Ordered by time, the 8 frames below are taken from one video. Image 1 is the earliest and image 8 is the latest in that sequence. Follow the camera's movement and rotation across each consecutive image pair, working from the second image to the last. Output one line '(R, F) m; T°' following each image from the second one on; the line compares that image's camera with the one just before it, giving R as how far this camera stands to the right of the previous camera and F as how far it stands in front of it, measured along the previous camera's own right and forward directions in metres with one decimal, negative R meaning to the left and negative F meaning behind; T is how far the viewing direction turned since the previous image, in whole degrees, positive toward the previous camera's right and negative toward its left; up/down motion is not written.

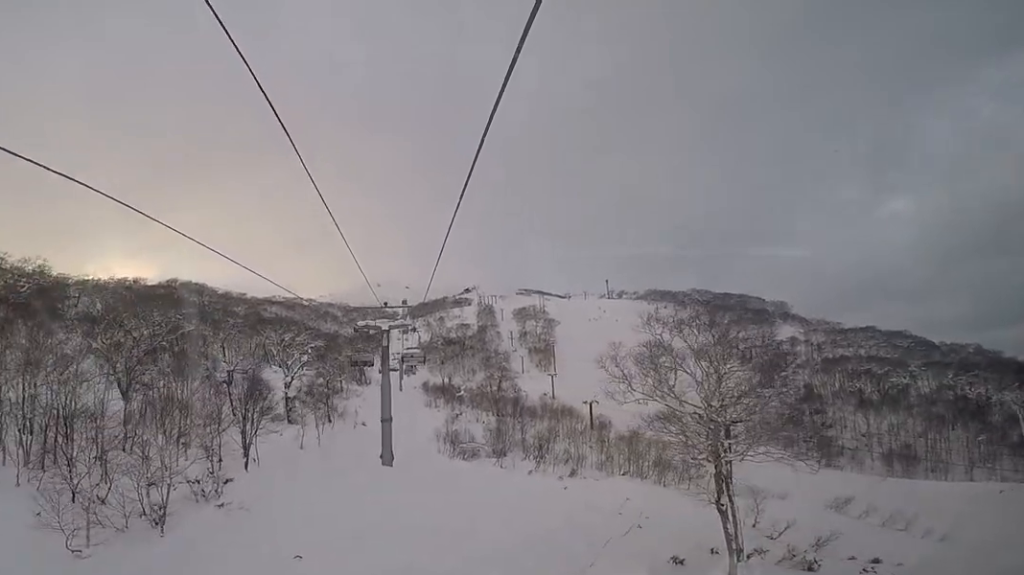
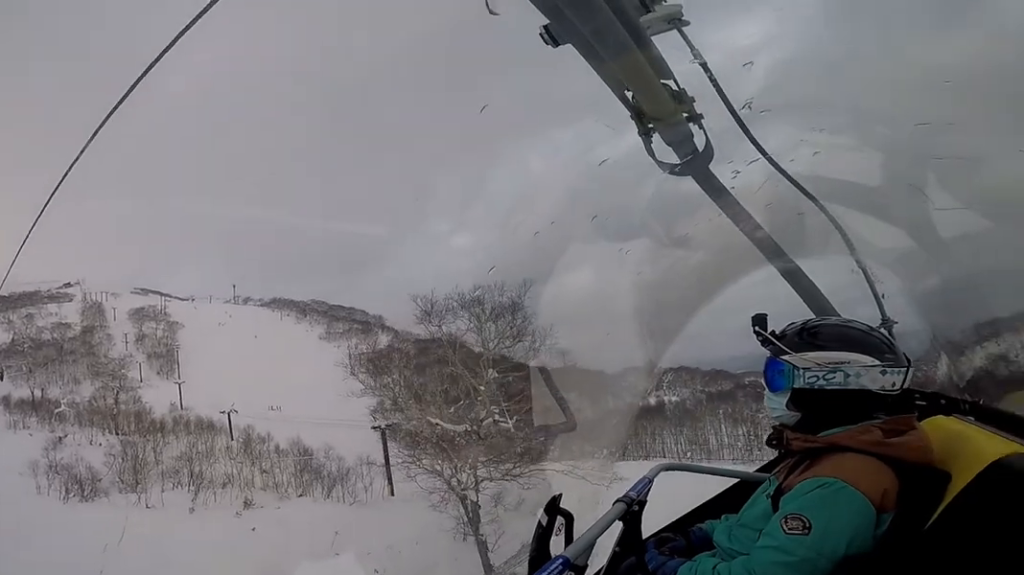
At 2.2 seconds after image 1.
(-0.4, +8.4) m; -4°
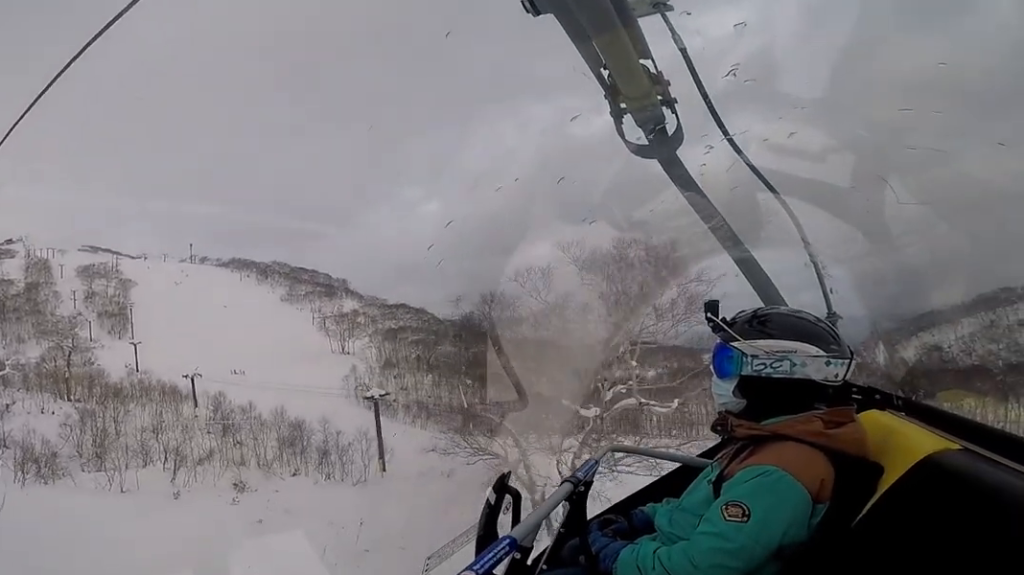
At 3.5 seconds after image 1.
(+0.2, +5.1) m; +3°
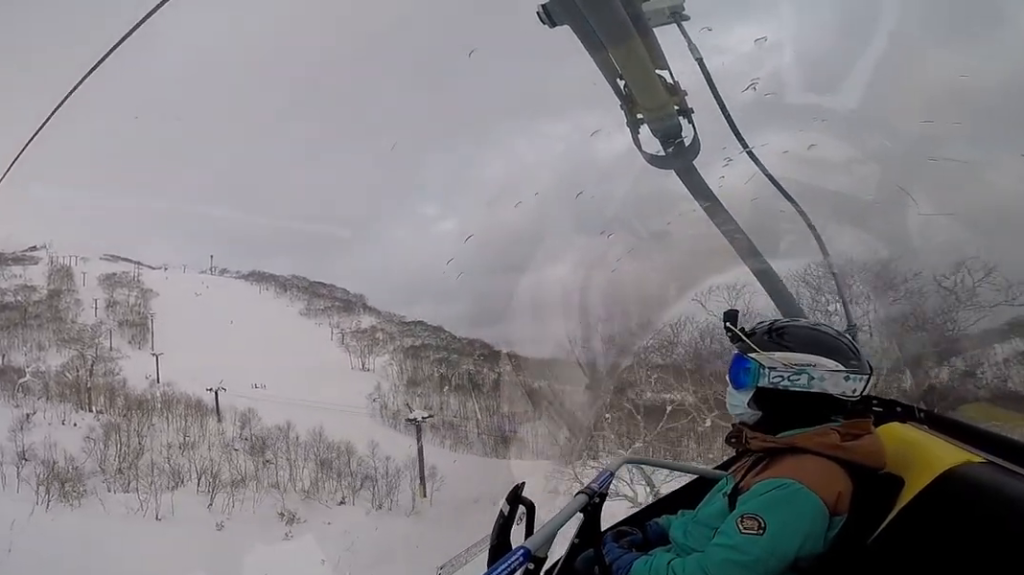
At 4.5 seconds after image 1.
(0.0, +4.1) m; 0°
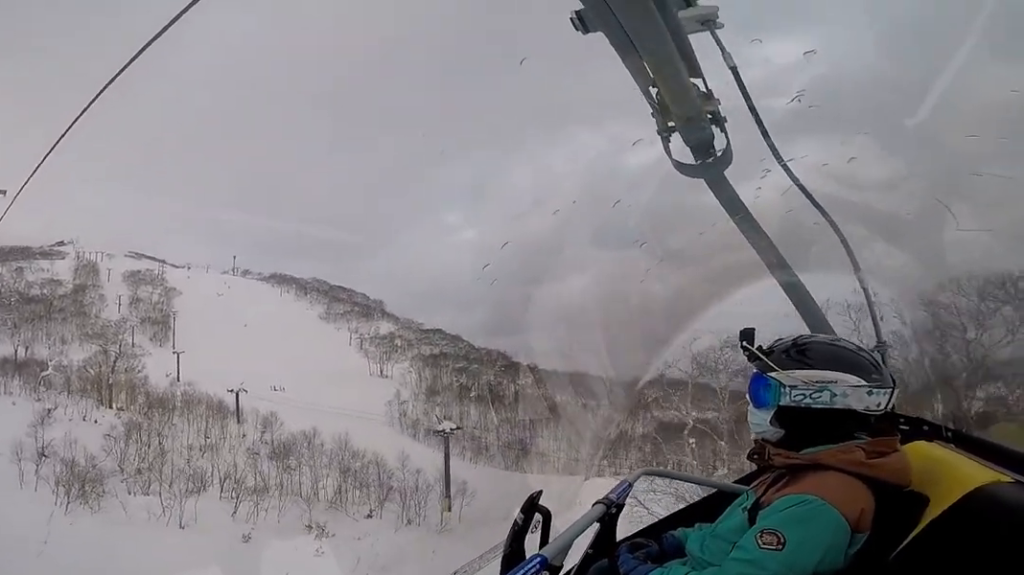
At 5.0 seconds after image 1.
(0.0, +1.9) m; 0°
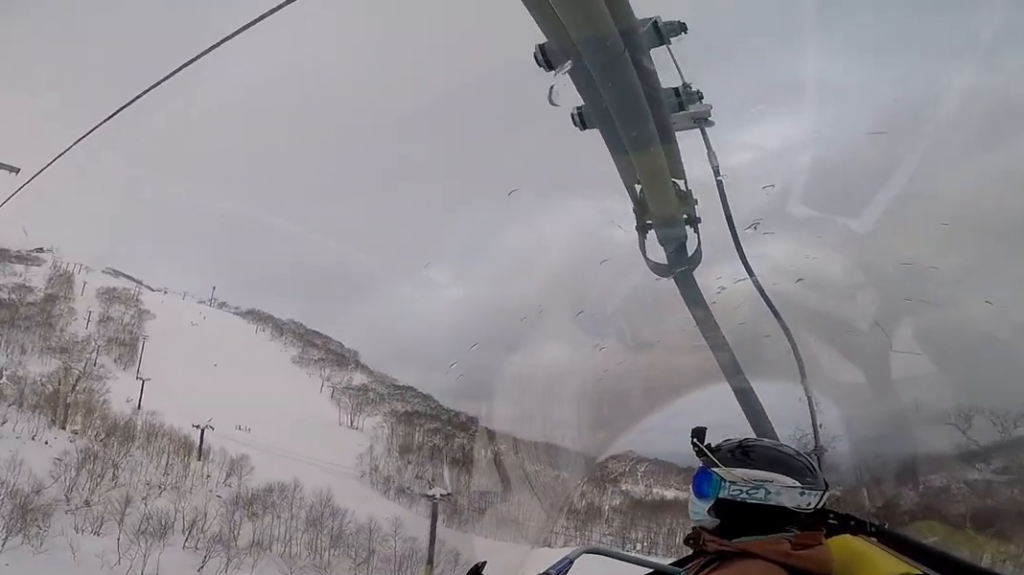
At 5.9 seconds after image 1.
(0.0, +3.6) m; 0°
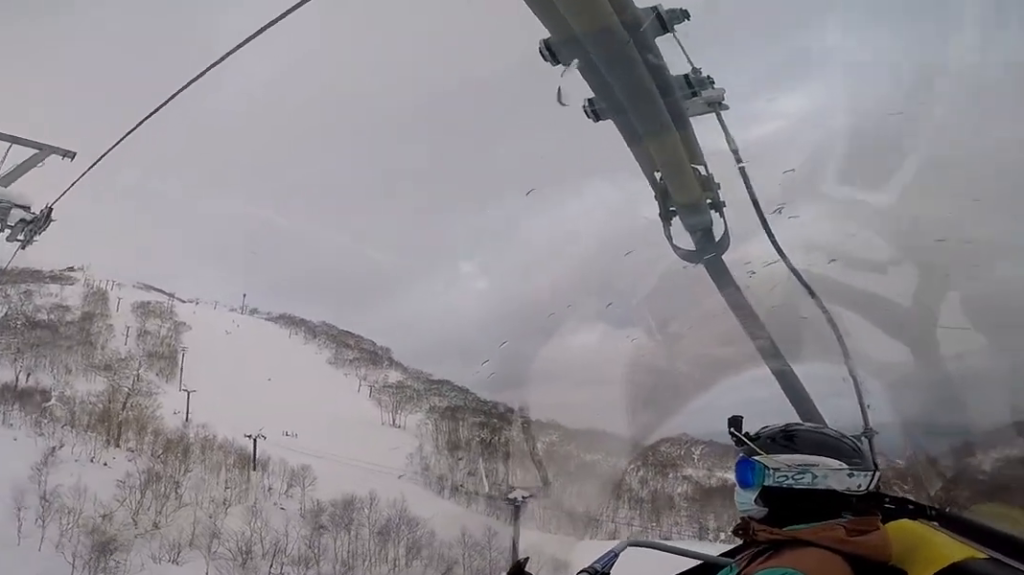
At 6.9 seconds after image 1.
(0.0, +4.1) m; -3°
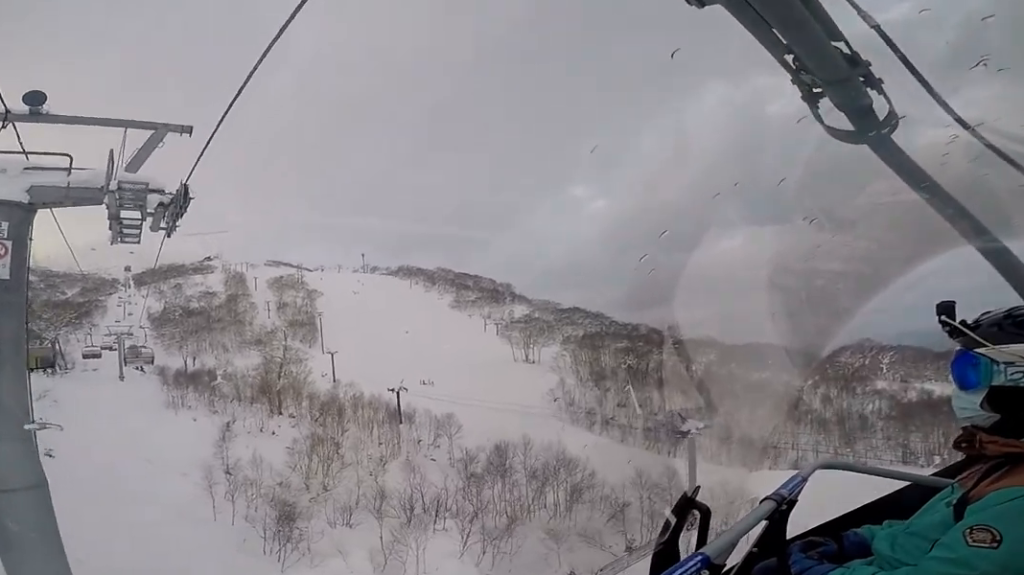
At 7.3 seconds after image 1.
(0.0, +1.6) m; -2°
